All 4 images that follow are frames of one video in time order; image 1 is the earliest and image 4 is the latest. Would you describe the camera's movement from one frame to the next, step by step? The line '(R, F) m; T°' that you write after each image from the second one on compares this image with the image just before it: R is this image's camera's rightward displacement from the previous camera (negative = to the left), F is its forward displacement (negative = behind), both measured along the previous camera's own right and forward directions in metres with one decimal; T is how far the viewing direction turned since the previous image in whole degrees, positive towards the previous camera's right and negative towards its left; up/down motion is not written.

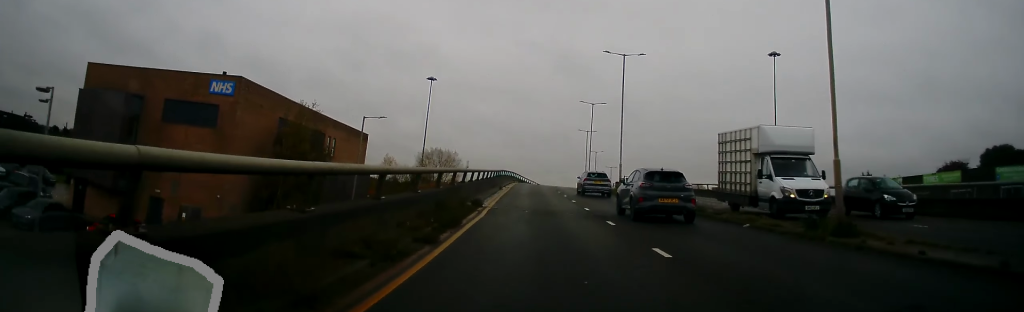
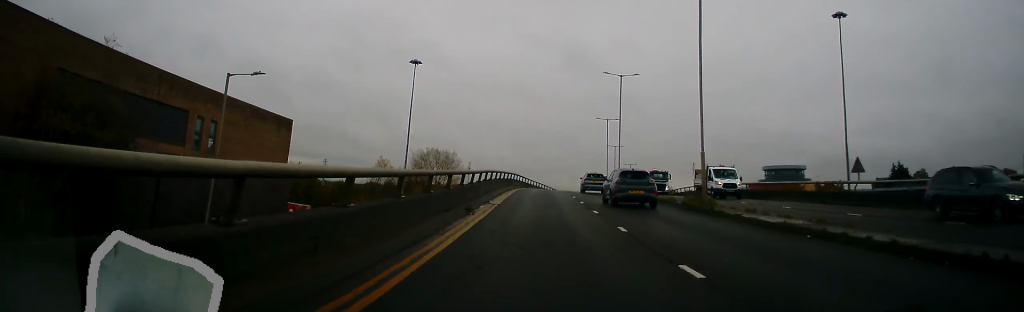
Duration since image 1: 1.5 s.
(+0.1, +19.7) m; 0°
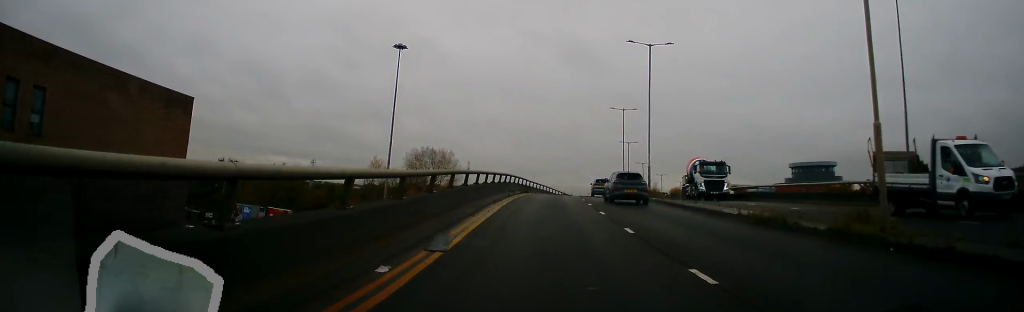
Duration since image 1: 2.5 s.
(0.0, +12.3) m; 0°
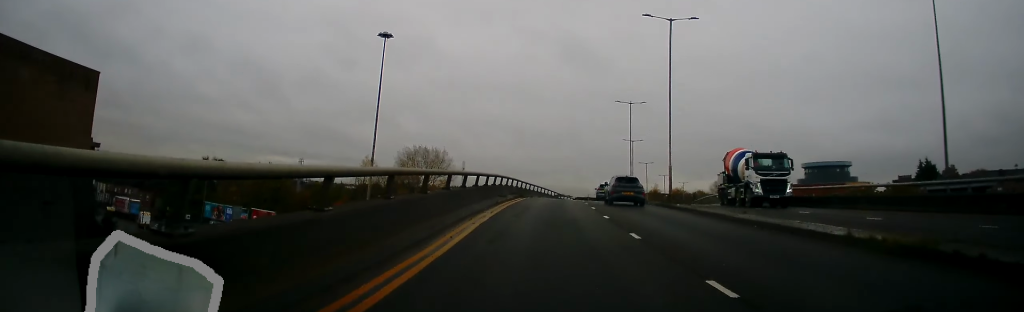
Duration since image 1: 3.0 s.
(0.0, +6.8) m; 0°
